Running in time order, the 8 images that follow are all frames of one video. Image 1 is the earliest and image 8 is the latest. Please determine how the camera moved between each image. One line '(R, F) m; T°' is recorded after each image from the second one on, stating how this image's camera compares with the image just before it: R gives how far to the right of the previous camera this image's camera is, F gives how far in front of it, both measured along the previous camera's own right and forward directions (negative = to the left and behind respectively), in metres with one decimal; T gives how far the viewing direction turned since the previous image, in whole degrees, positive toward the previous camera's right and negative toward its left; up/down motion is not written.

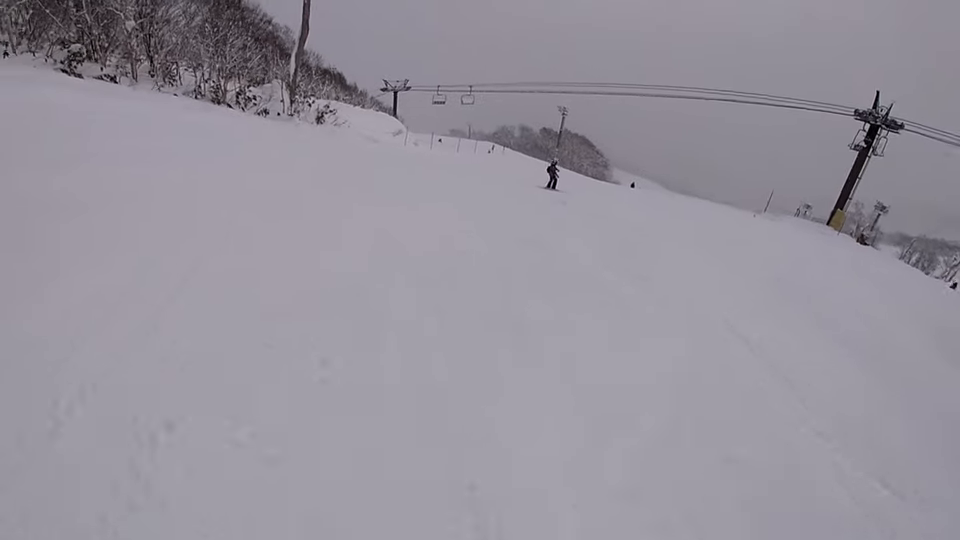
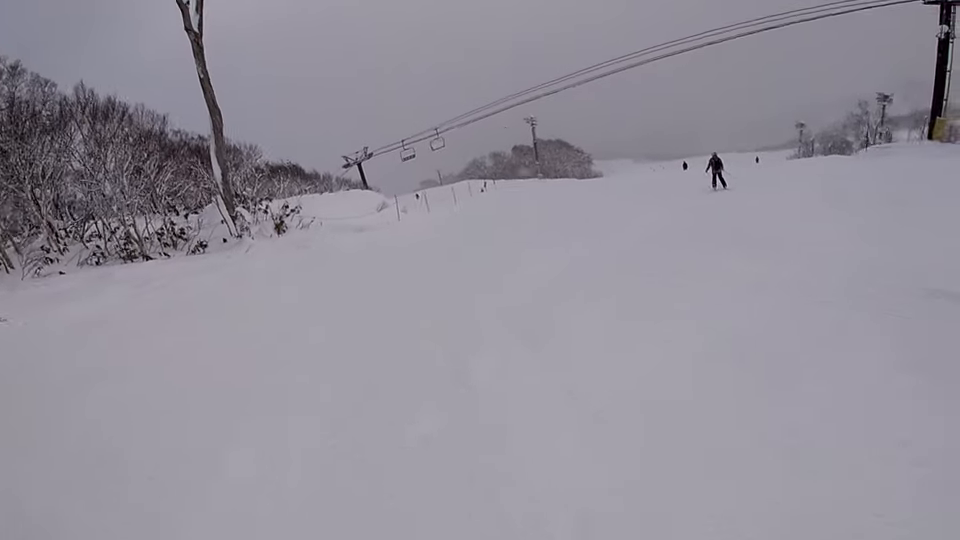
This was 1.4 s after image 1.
(-3.0, +9.3) m; -18°
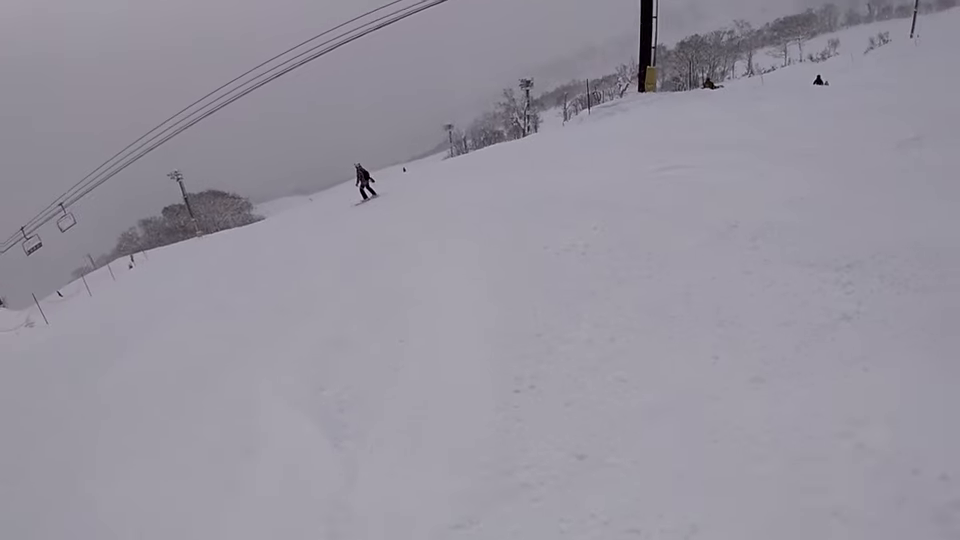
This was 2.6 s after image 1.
(+0.6, +8.1) m; +32°
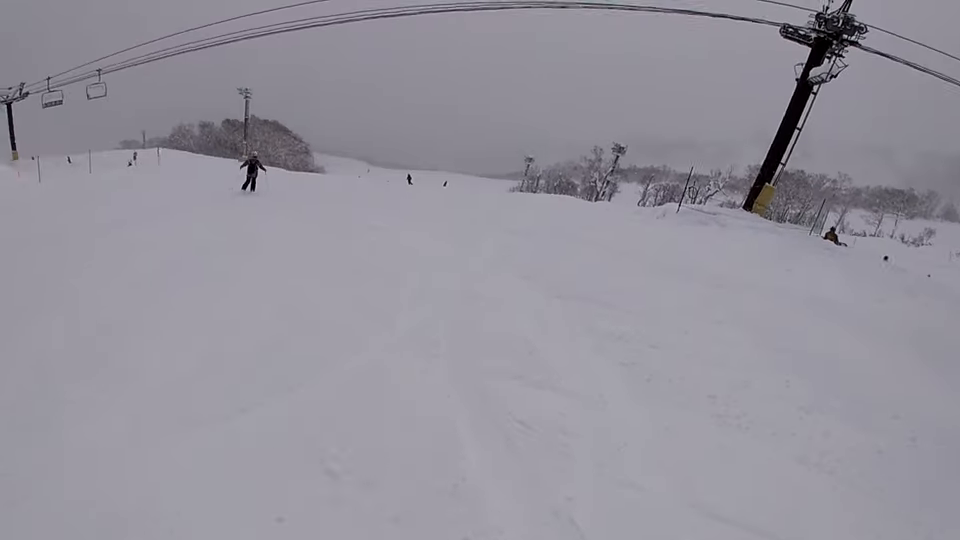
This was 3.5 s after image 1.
(+2.8, +5.8) m; +9°
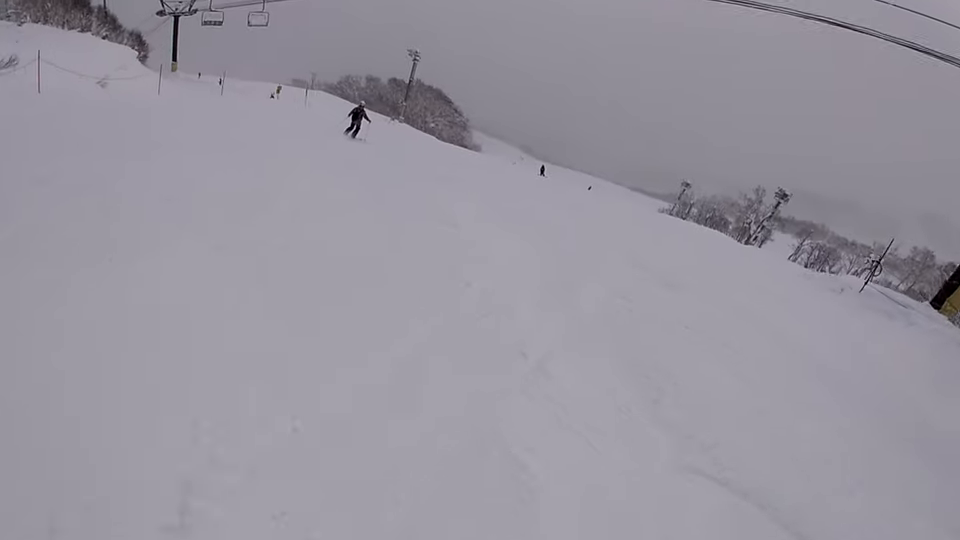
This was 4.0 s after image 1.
(-0.6, +3.3) m; -10°
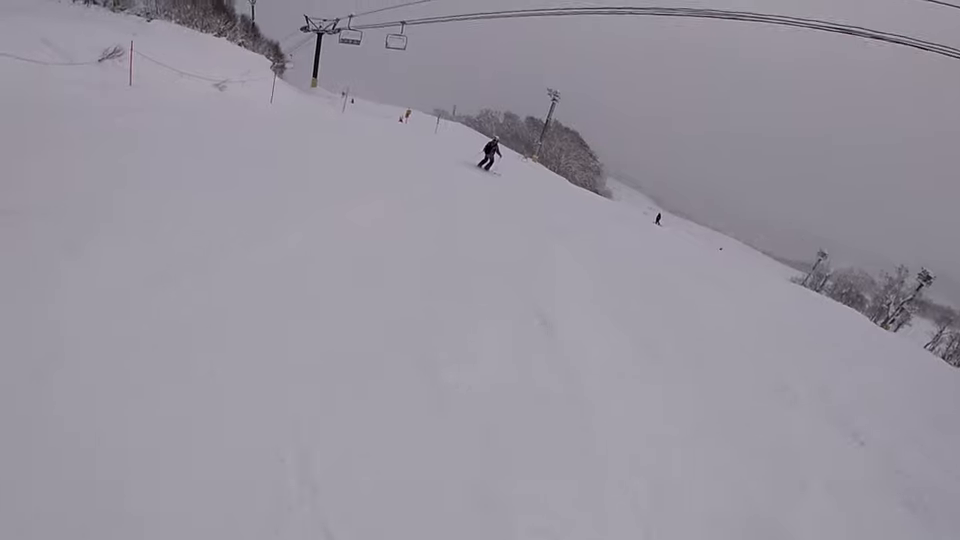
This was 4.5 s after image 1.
(-0.5, +3.2) m; -13°
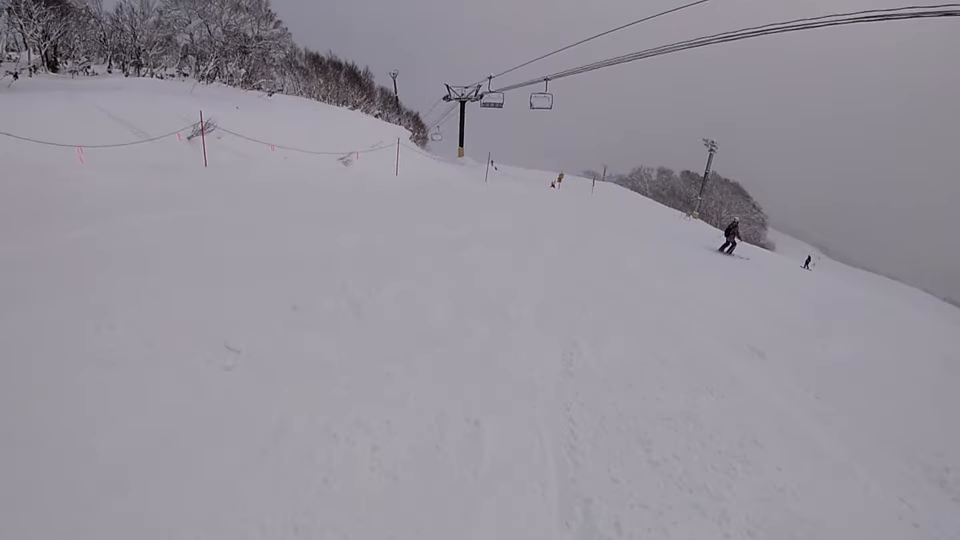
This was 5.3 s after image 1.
(-0.8, +5.4) m; -18°
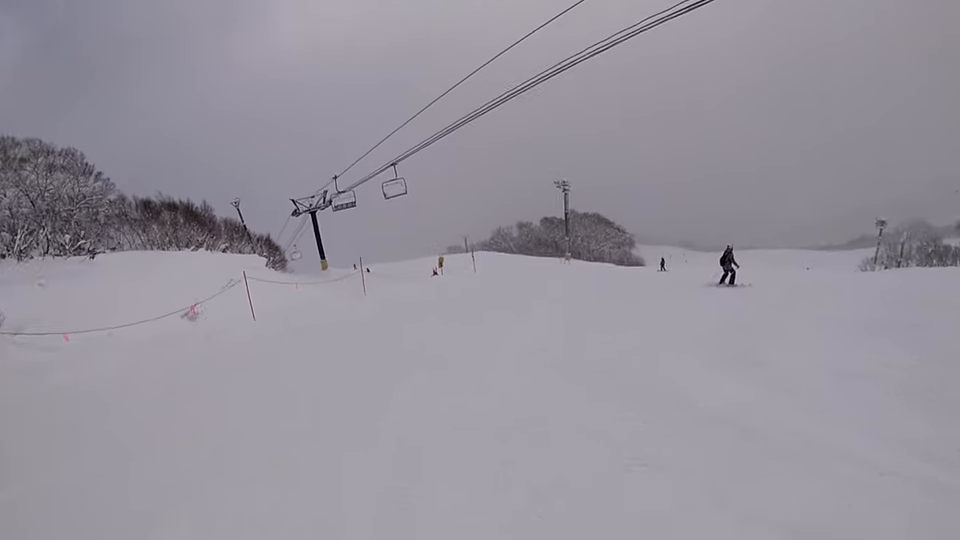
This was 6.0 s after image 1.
(-0.6, +4.5) m; -6°
